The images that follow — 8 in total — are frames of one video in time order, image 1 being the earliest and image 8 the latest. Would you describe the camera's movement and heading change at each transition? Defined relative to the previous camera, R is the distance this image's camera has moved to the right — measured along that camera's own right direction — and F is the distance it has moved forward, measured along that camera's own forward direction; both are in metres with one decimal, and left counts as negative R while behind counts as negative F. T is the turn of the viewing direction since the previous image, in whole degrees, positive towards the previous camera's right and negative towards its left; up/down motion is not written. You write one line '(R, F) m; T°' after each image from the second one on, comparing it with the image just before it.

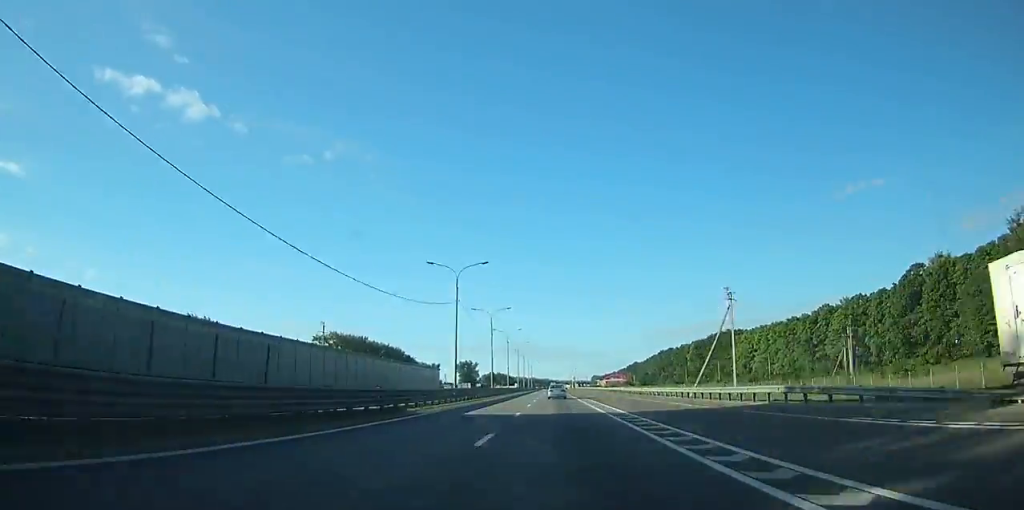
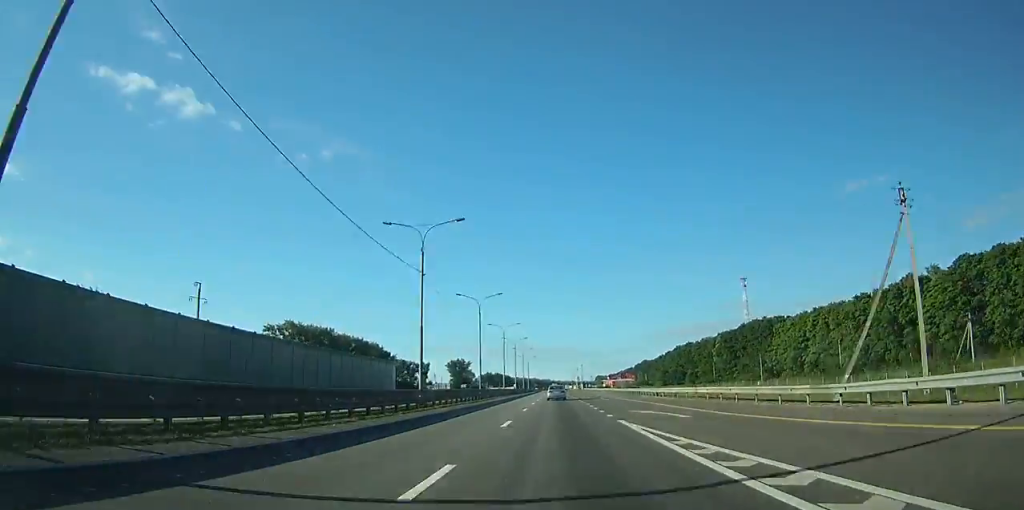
(0.0, +42.7) m; 0°
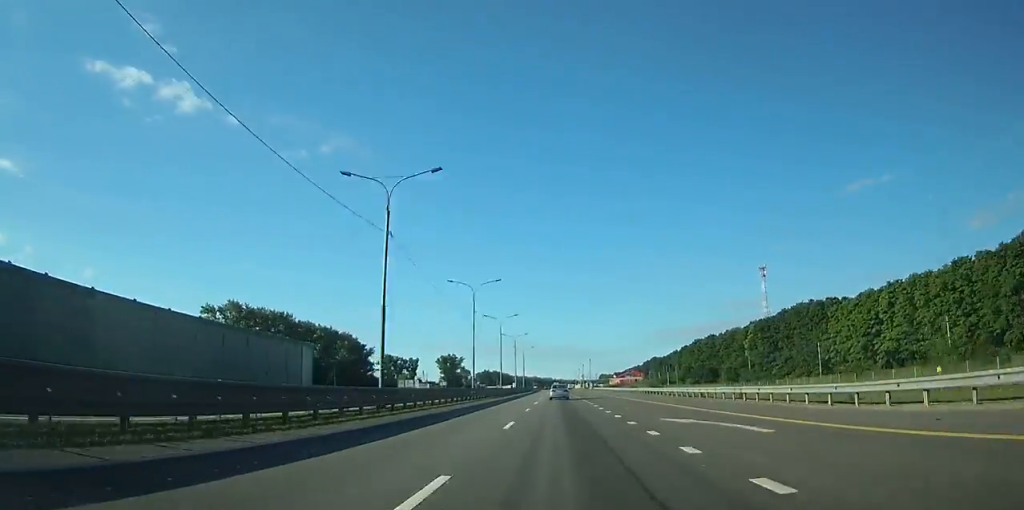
(-0.1, +36.5) m; 0°
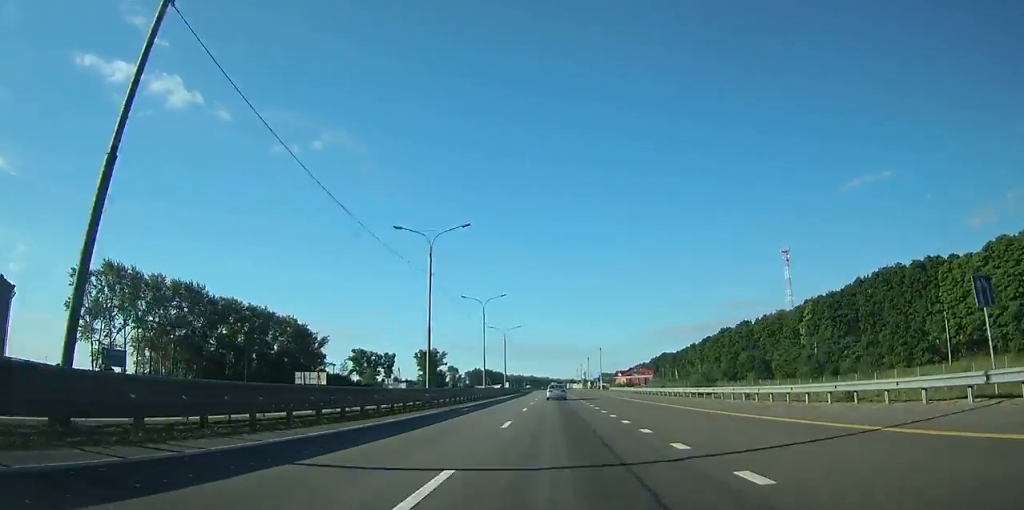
(-0.1, +47.5) m; 0°
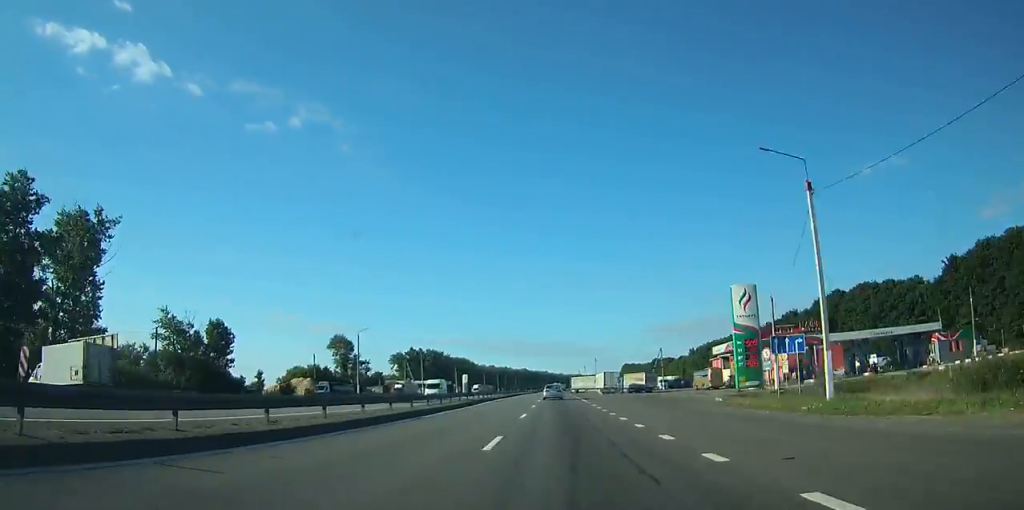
(+0.8, +221.7) m; 0°
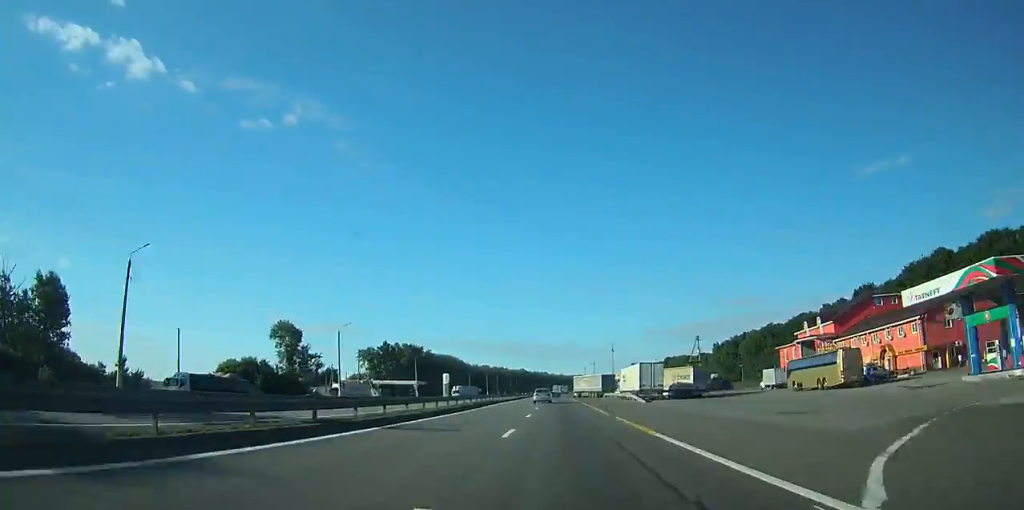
(0.0, +42.8) m; 0°
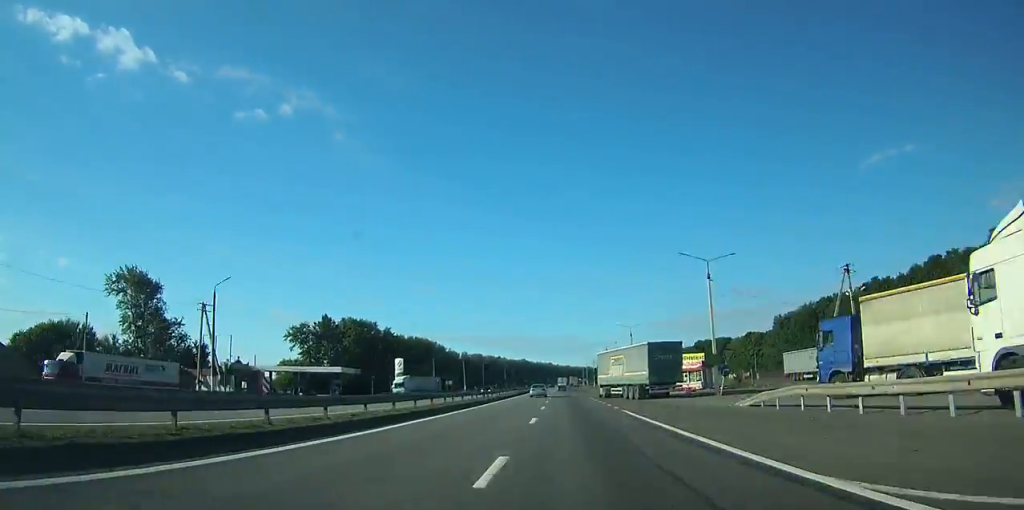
(0.0, +70.5) m; 0°
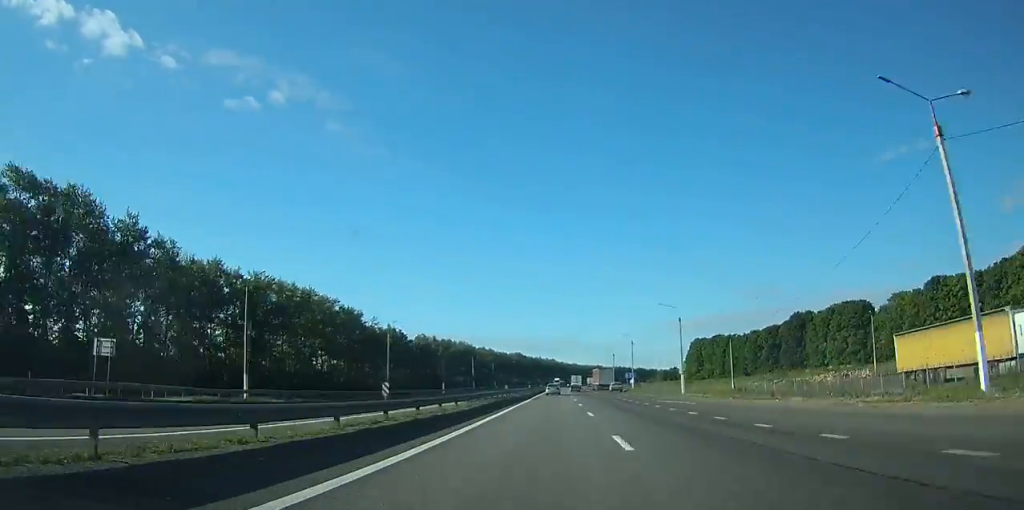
(-0.3, +121.8) m; 0°
